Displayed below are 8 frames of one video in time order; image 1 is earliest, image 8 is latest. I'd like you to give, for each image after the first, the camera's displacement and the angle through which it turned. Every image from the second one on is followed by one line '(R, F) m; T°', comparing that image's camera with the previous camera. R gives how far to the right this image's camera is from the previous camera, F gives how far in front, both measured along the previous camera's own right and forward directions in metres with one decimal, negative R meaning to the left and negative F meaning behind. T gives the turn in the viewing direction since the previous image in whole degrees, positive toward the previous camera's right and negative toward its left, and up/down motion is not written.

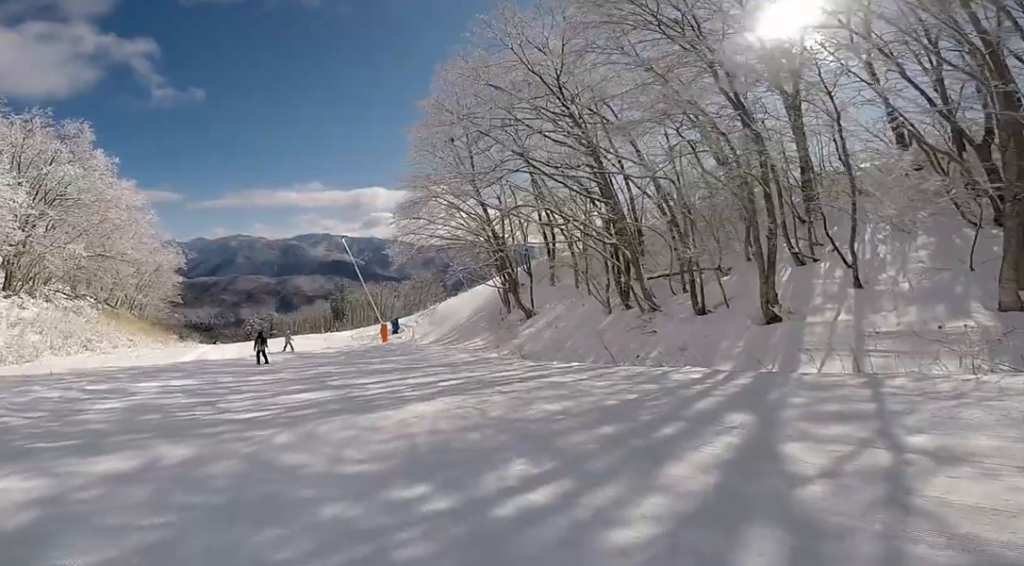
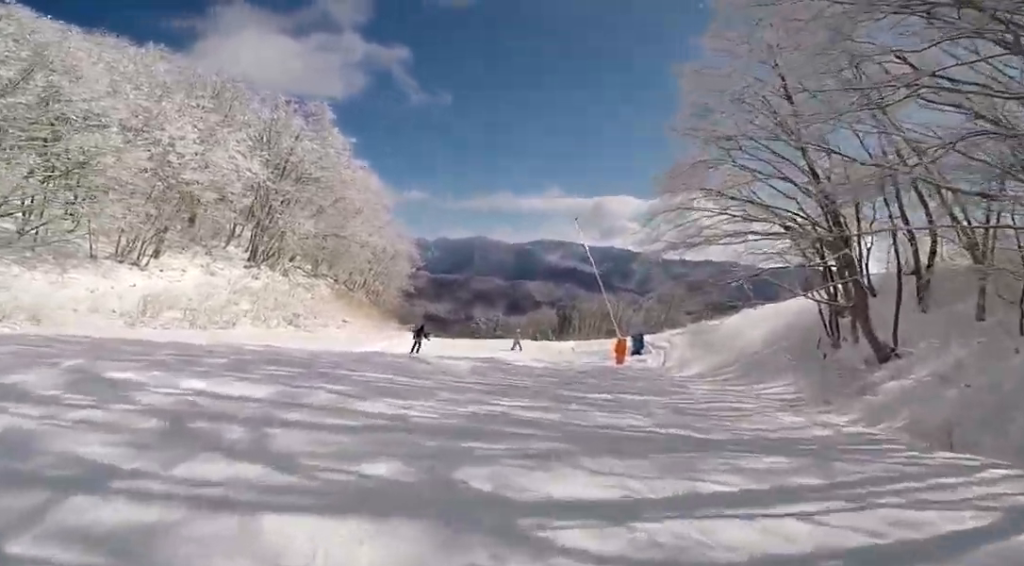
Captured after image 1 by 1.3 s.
(-1.5, +7.9) m; -15°
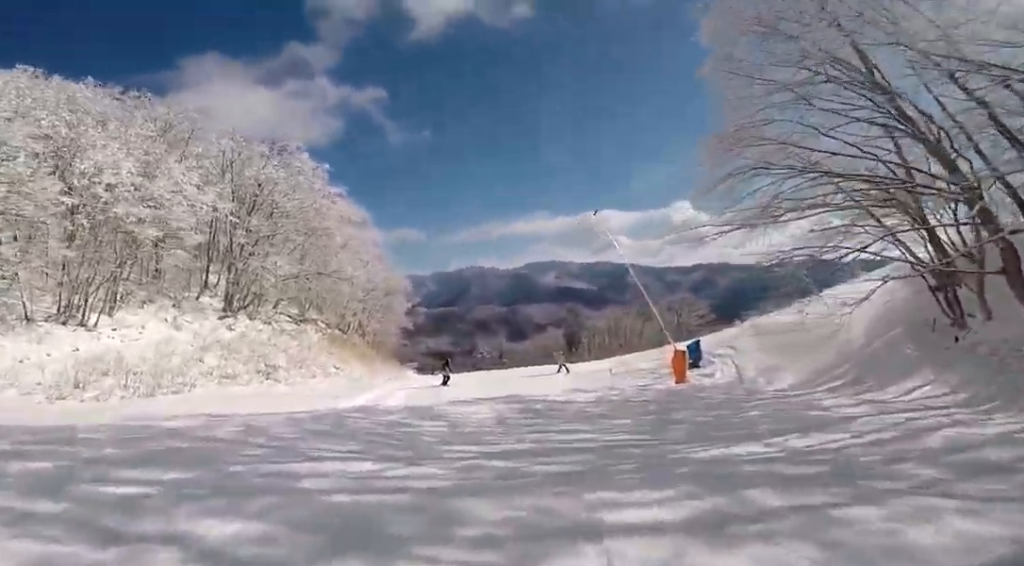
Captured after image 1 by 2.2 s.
(0.0, +5.9) m; +4°
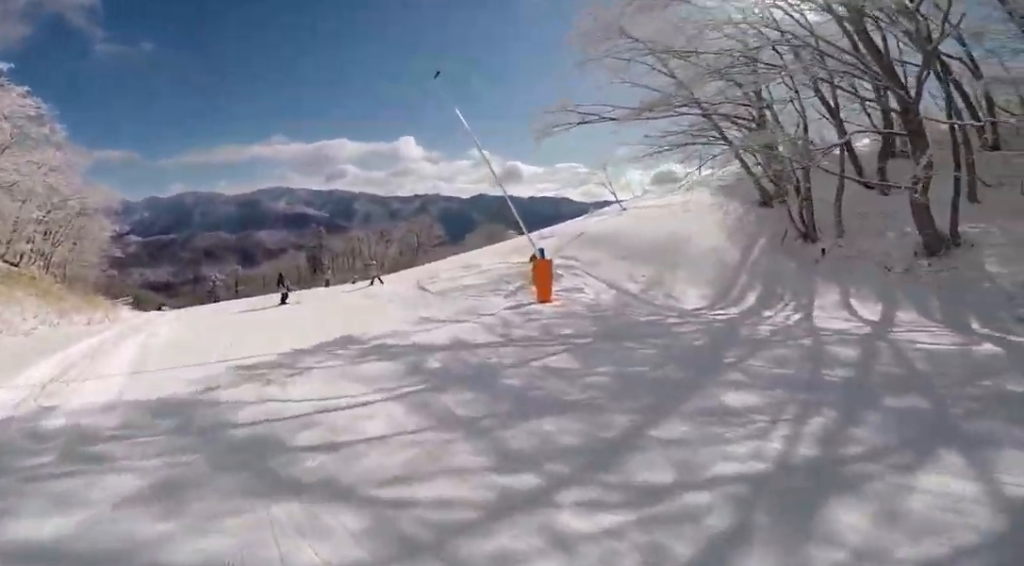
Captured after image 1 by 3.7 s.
(+1.4, +8.9) m; +9°
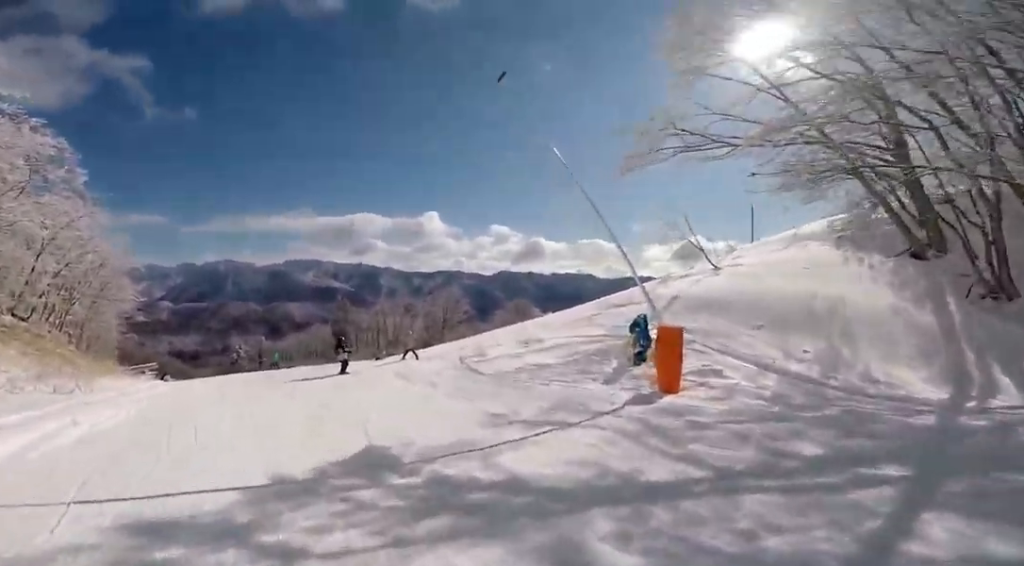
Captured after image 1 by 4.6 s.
(-0.1, +4.7) m; -9°
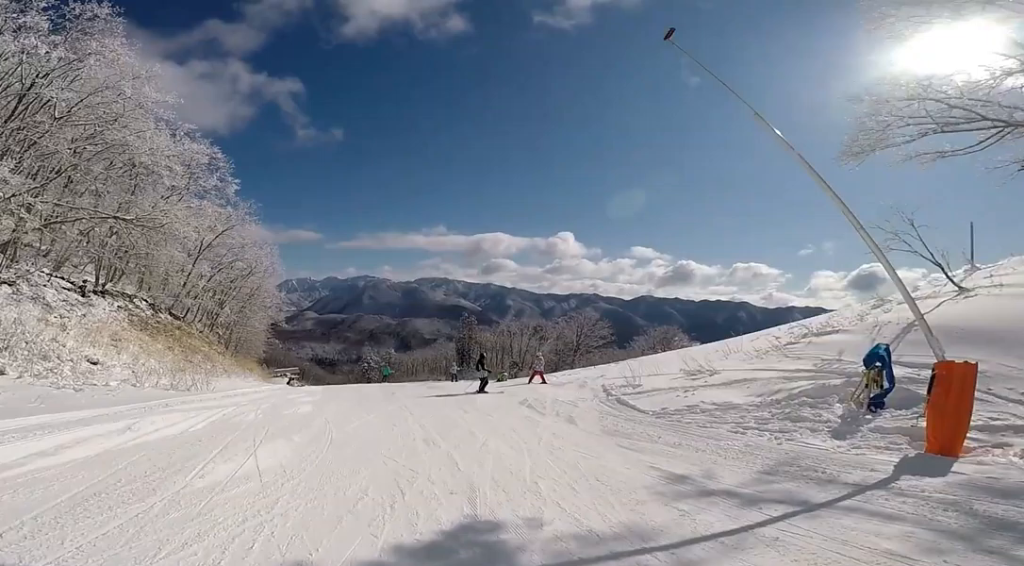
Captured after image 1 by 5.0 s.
(-0.7, +2.2) m; -5°
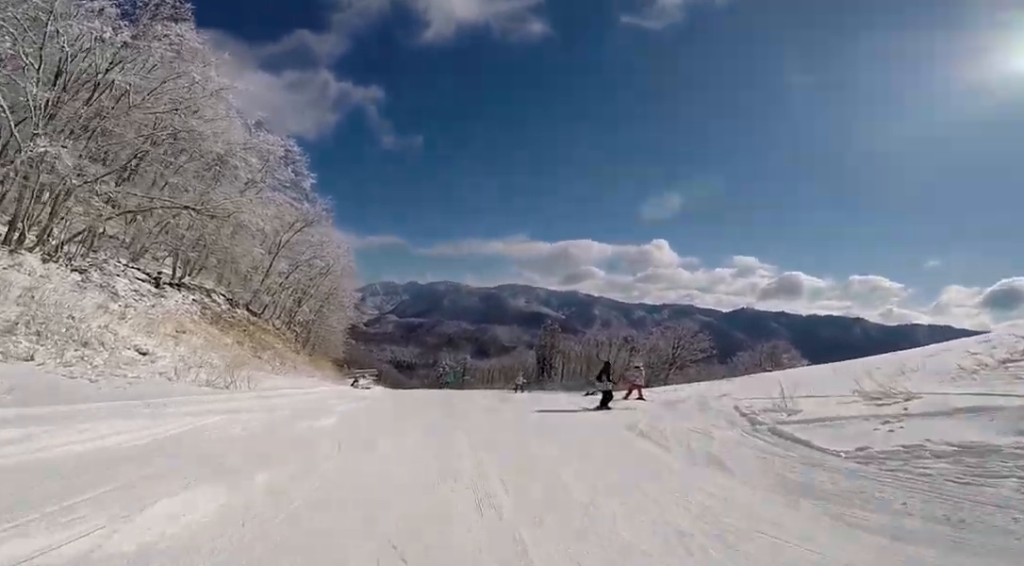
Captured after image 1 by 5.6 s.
(+0.1, +2.9) m; +5°
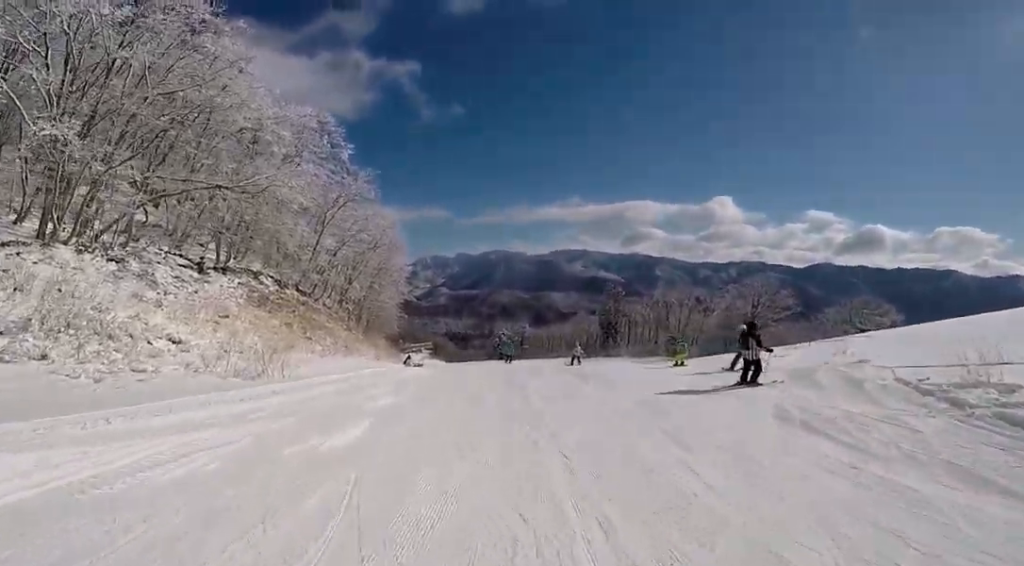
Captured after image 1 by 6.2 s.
(+0.2, +2.7) m; +9°
